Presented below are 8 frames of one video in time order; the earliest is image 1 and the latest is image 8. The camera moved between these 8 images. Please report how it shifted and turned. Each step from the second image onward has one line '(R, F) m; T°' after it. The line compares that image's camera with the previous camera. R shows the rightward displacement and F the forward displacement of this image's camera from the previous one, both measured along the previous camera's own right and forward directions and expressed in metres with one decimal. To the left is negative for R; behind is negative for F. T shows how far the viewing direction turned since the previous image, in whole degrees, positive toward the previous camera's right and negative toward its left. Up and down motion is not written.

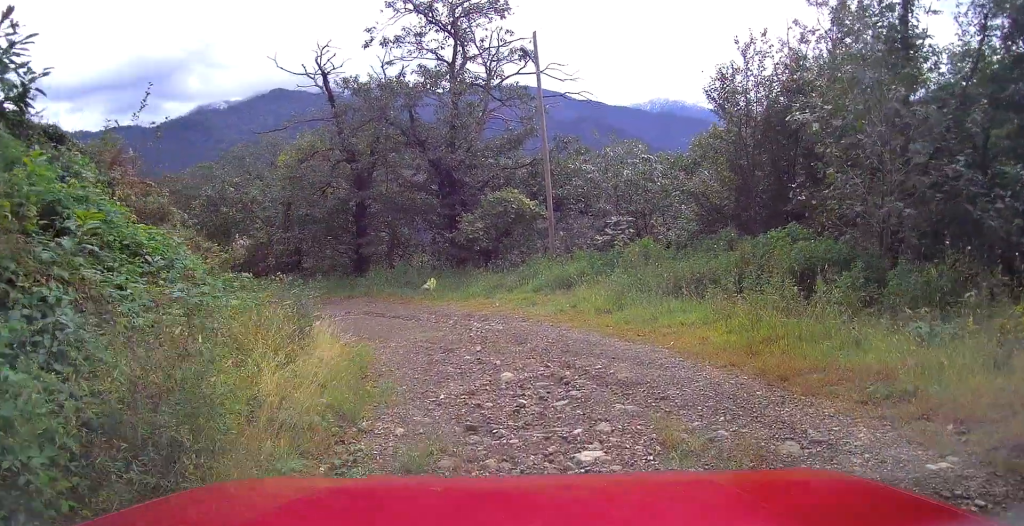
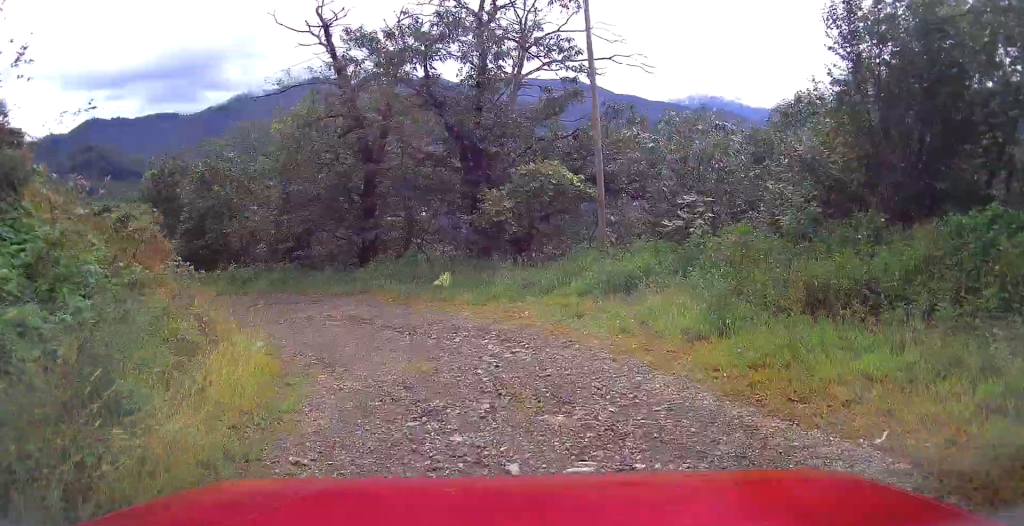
(-0.2, +4.9) m; -9°
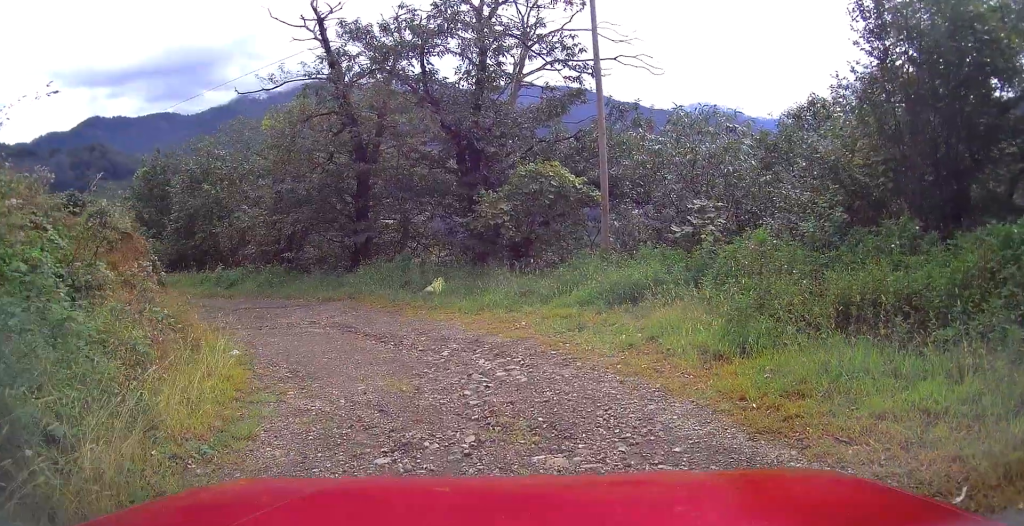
(0.0, +0.9) m; -2°
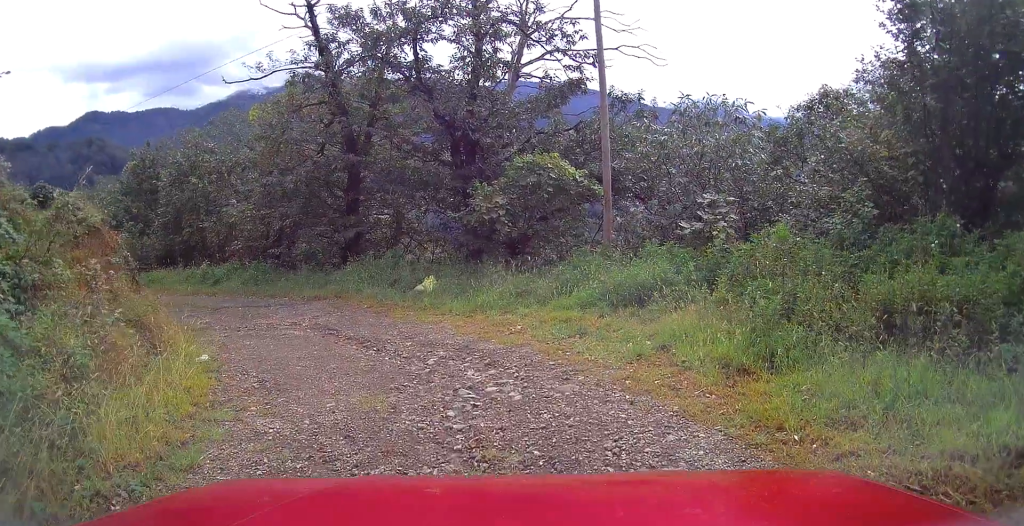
(-0.1, +0.9) m; -1°
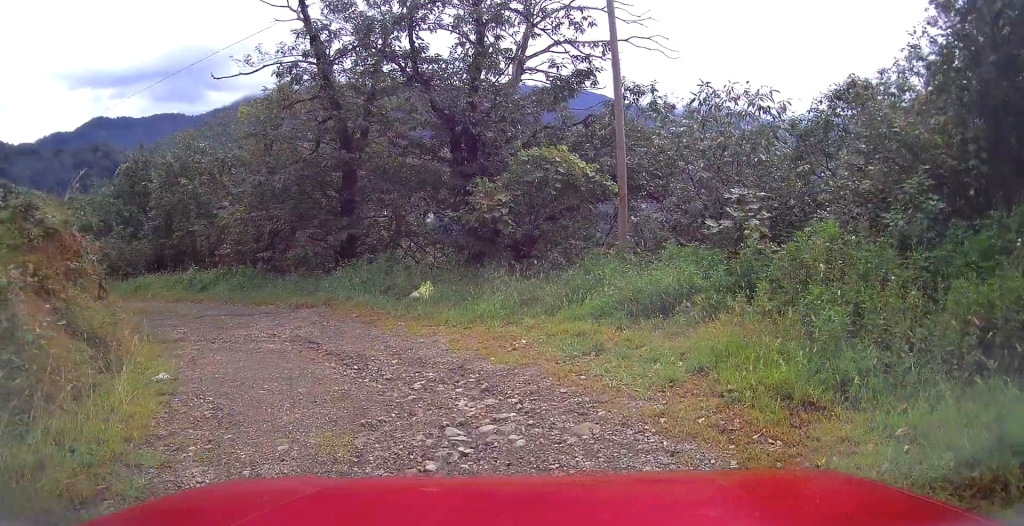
(0.0, +1.3) m; -1°
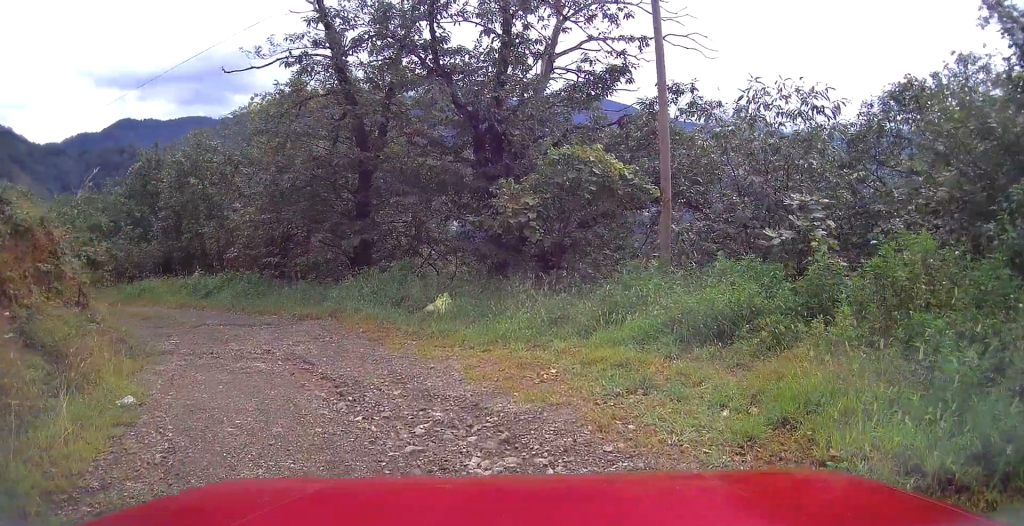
(0.0, +1.4) m; 0°
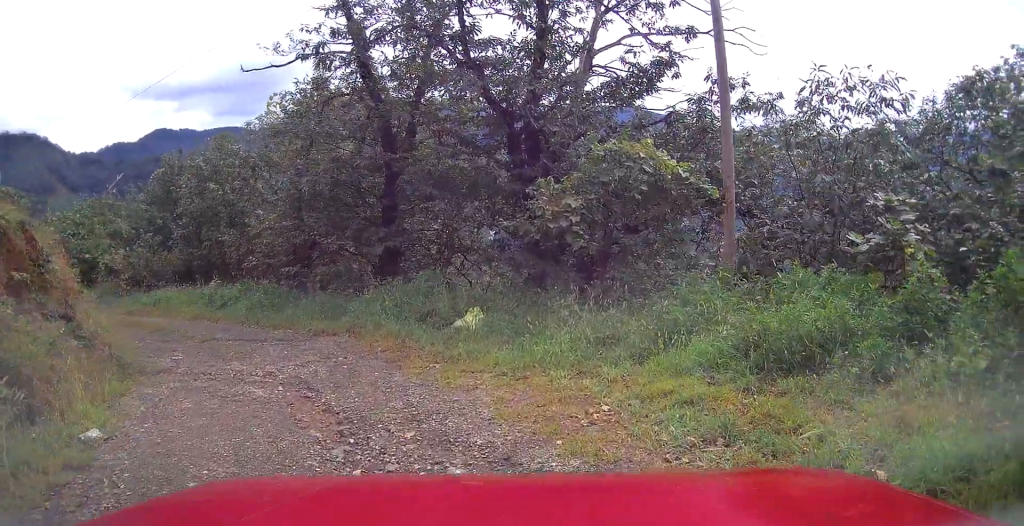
(0.0, +1.3) m; -5°
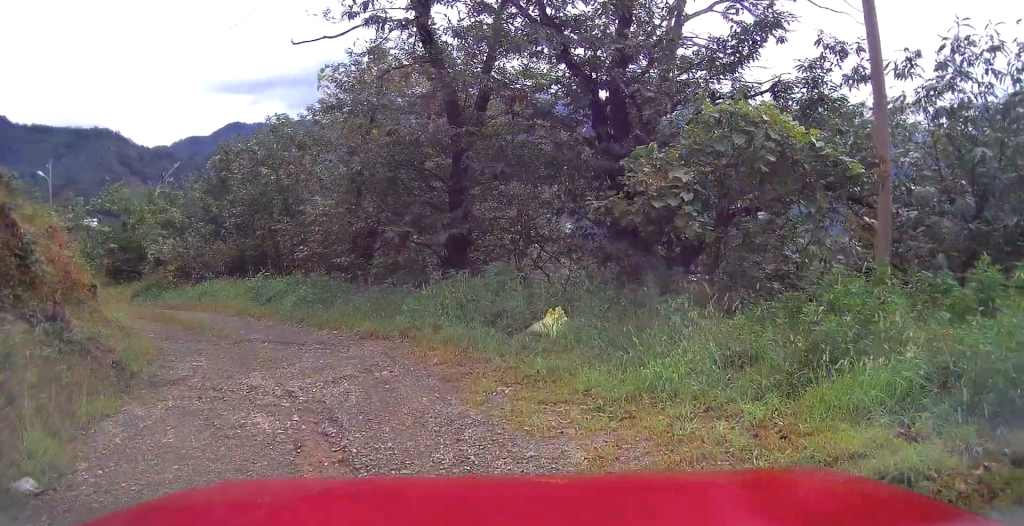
(-0.1, +1.7) m; -8°
